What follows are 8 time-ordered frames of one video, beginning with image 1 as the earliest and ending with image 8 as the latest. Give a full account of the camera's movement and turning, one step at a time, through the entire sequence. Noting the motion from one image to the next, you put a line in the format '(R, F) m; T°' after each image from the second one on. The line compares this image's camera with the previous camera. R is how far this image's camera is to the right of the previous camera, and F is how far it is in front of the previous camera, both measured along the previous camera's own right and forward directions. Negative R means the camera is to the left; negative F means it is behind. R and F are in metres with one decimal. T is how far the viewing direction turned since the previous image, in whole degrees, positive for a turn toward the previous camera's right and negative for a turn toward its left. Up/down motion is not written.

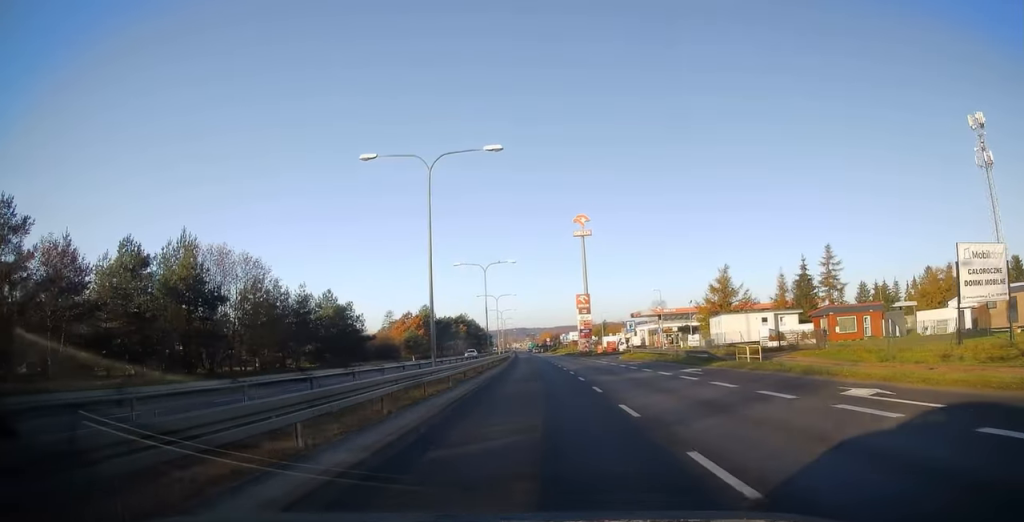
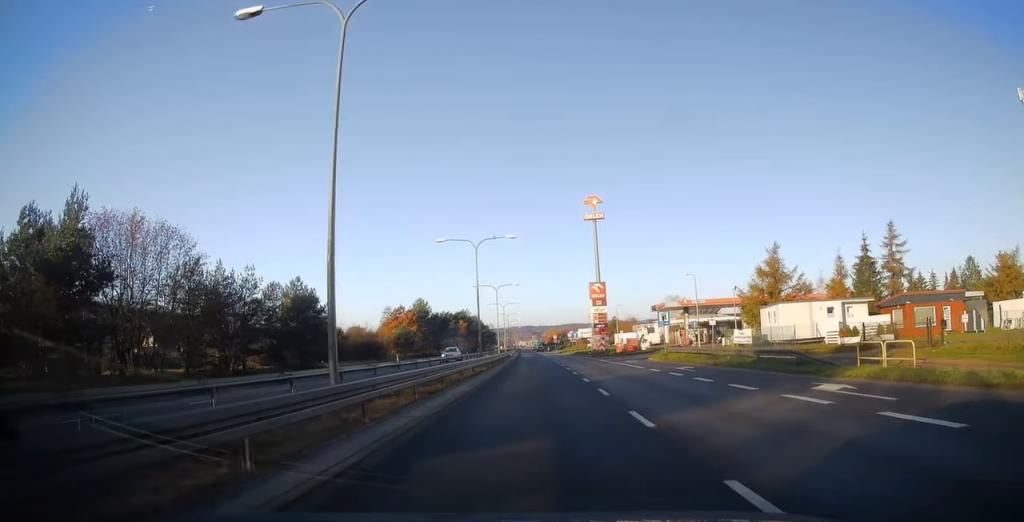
(+0.3, +13.4) m; 0°
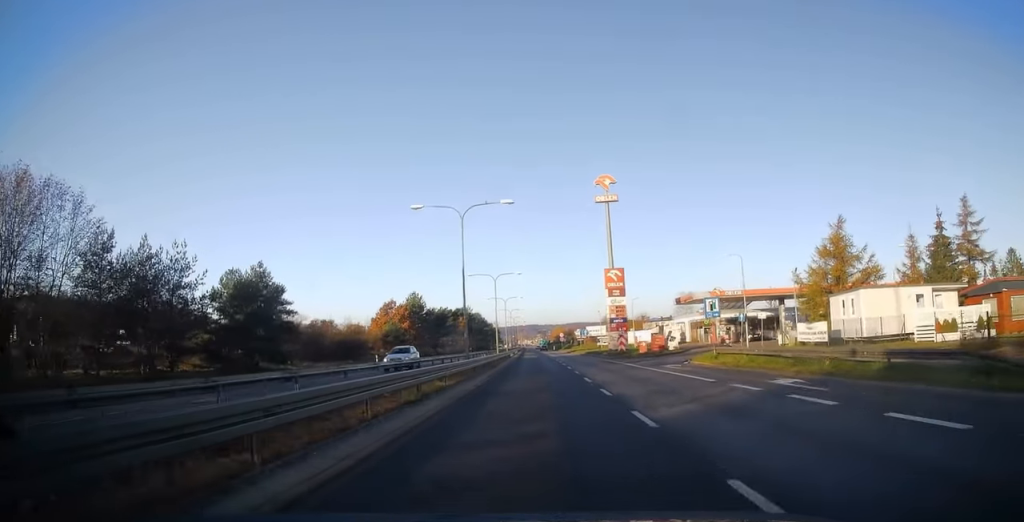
(-0.2, +11.9) m; -1°
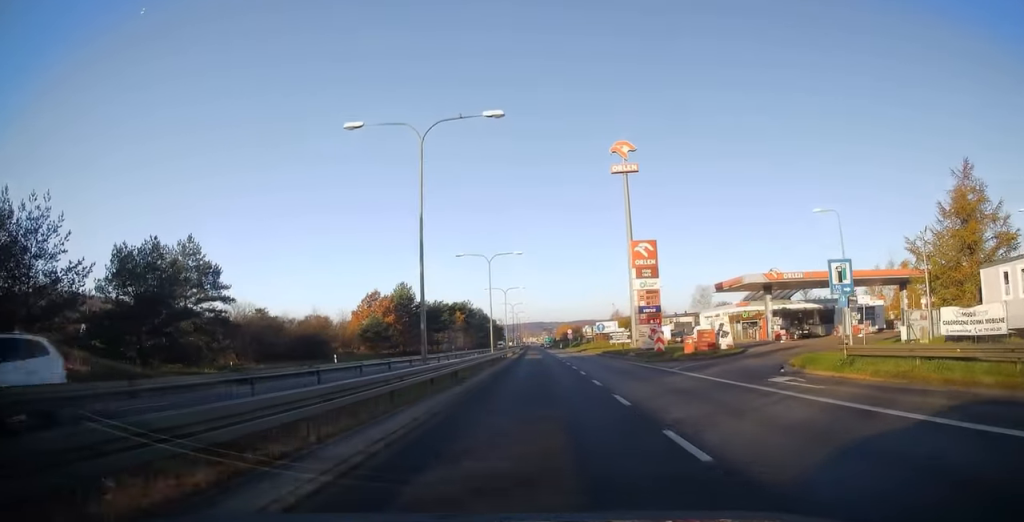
(-0.2, +14.6) m; -1°
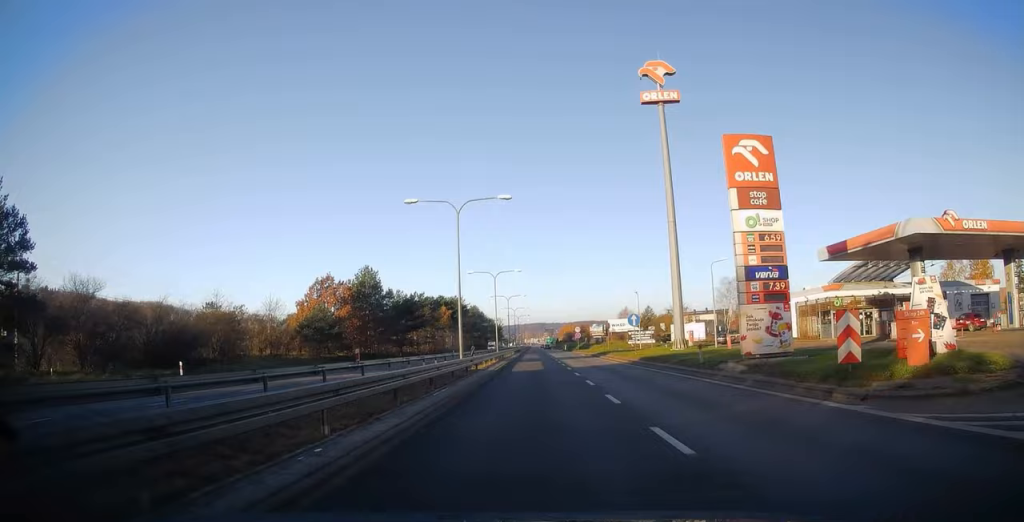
(0.0, +23.2) m; 0°
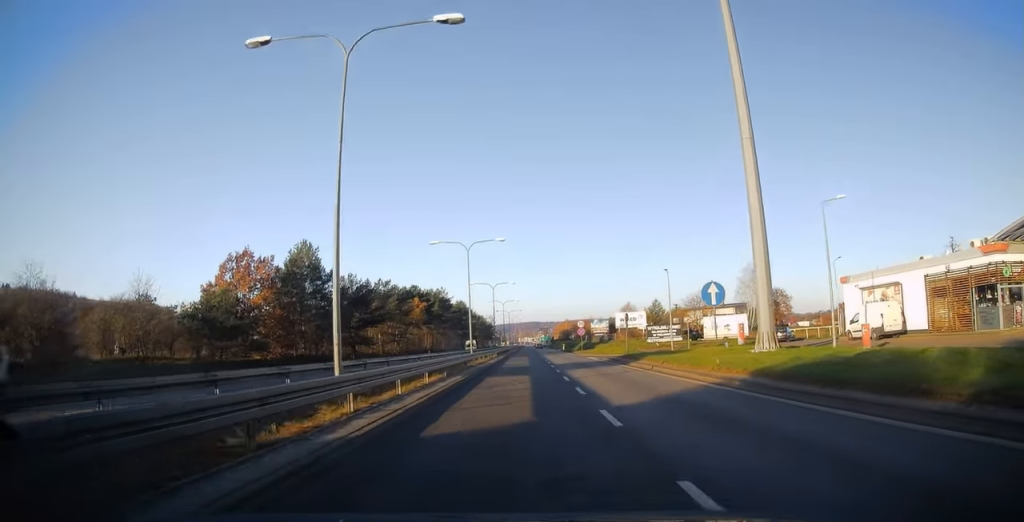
(0.0, +21.4) m; 0°
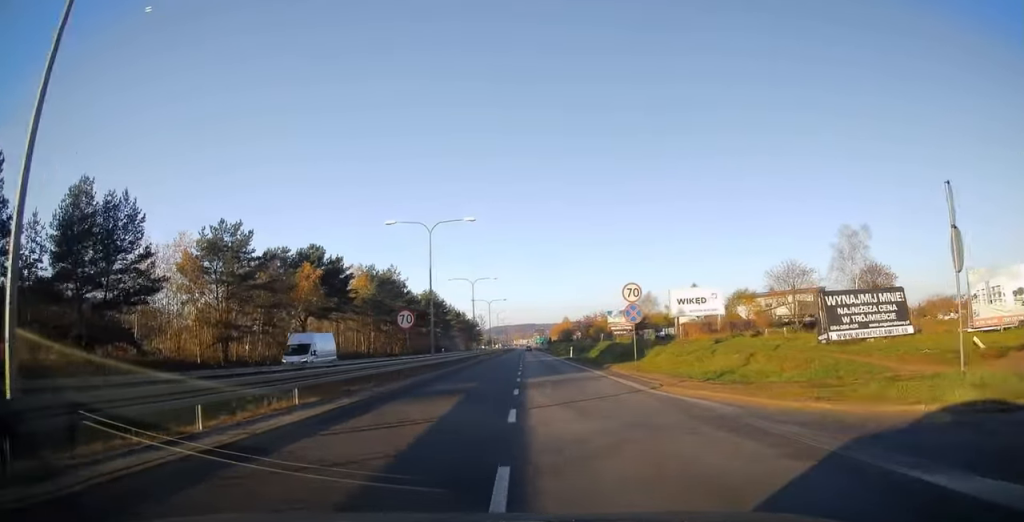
(+0.8, +47.3) m; +2°
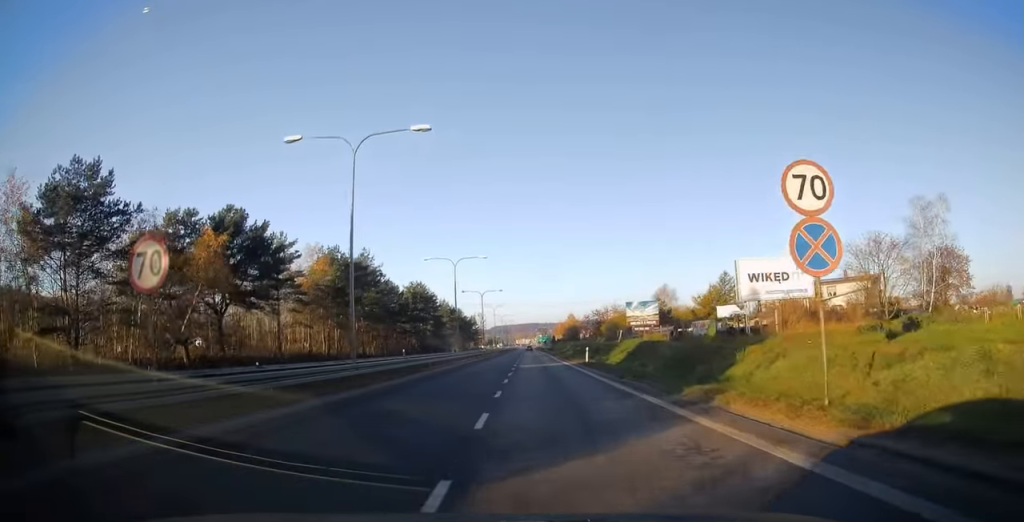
(-0.2, +18.6) m; -1°
